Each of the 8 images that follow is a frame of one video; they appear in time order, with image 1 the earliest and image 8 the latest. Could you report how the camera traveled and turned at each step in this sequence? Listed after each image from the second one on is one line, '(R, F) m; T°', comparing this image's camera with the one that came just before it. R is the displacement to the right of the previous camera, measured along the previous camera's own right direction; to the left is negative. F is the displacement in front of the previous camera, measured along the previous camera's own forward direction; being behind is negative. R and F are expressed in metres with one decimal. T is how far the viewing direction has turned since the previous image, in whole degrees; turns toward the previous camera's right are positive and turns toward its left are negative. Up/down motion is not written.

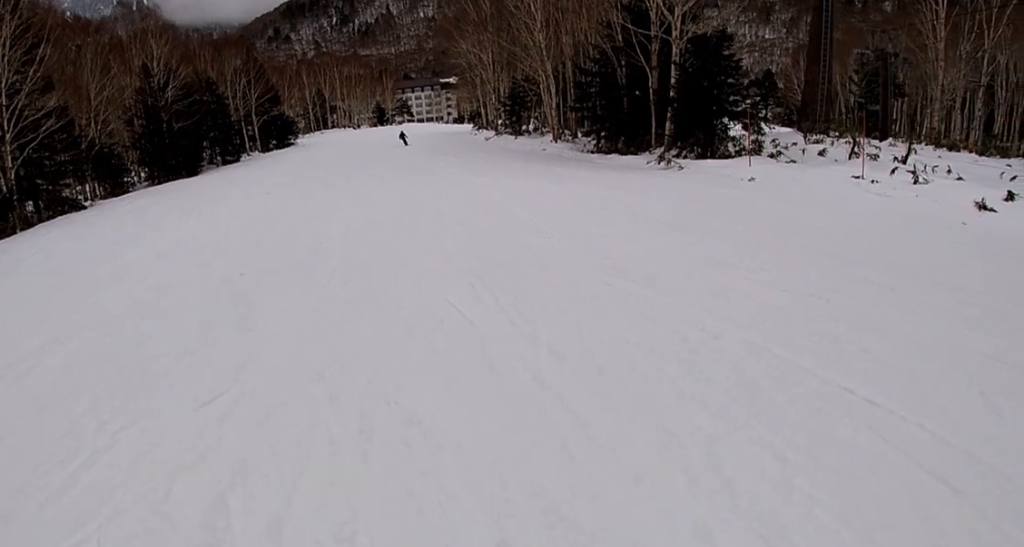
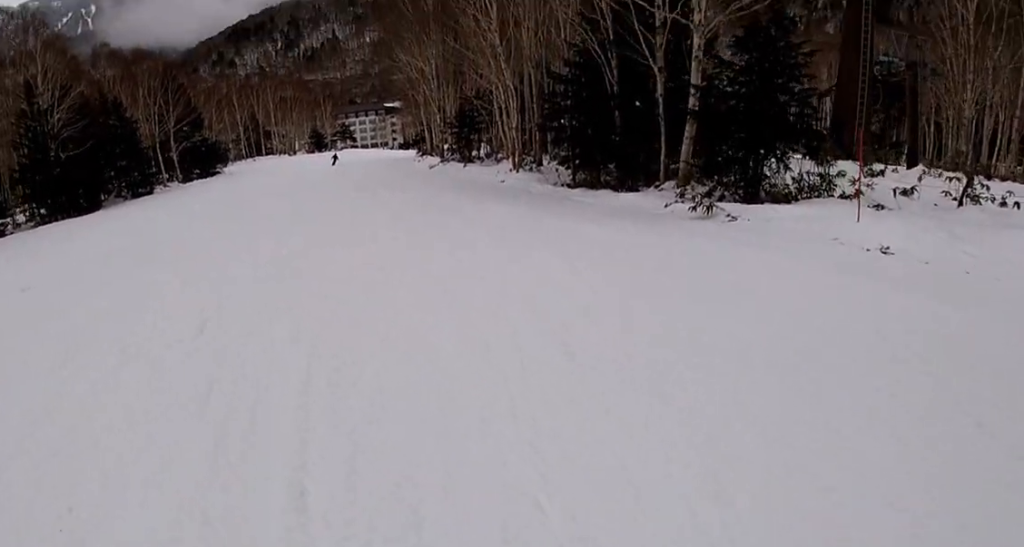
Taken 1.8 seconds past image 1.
(+2.0, +9.0) m; +13°
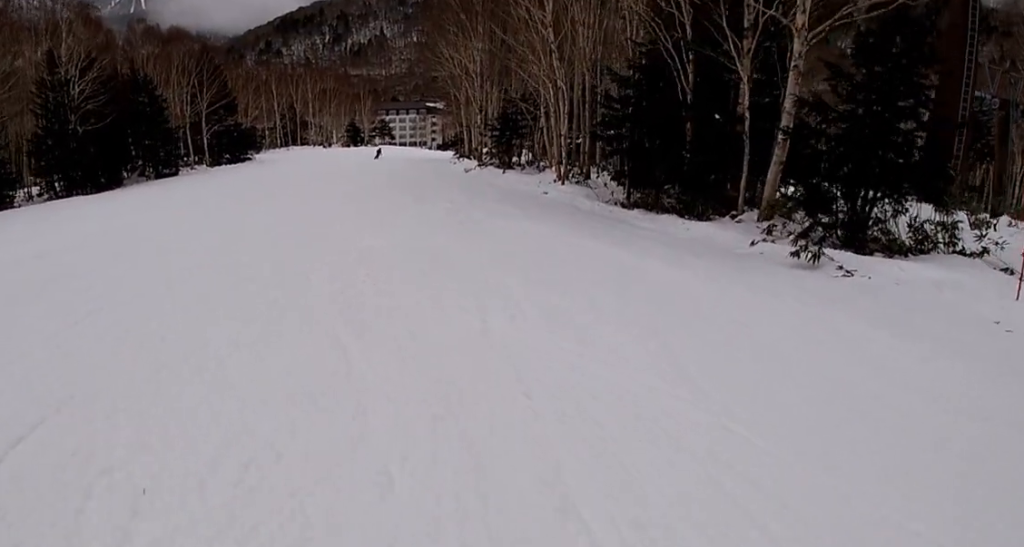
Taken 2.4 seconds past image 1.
(0.0, +3.3) m; -5°
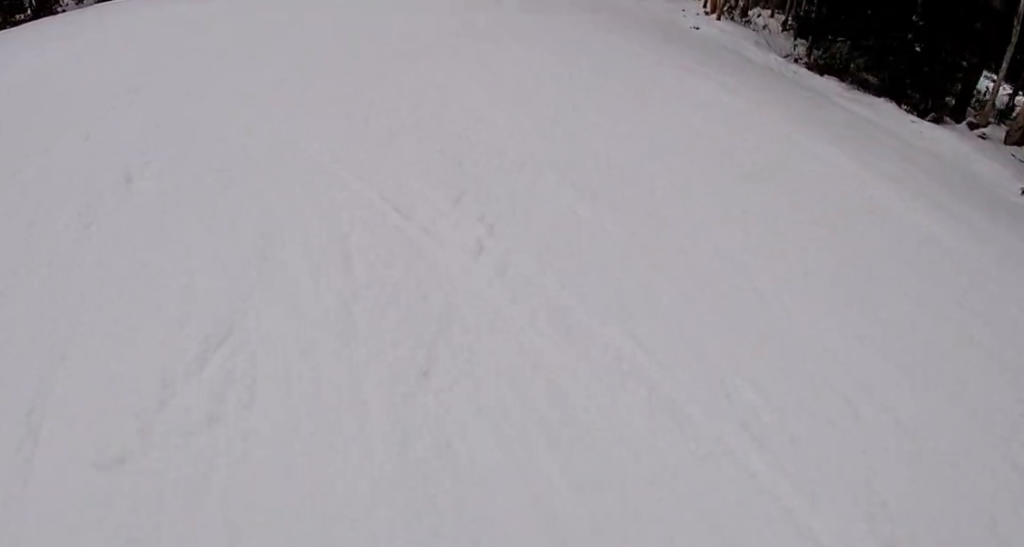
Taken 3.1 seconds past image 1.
(+0.1, +4.3) m; -9°
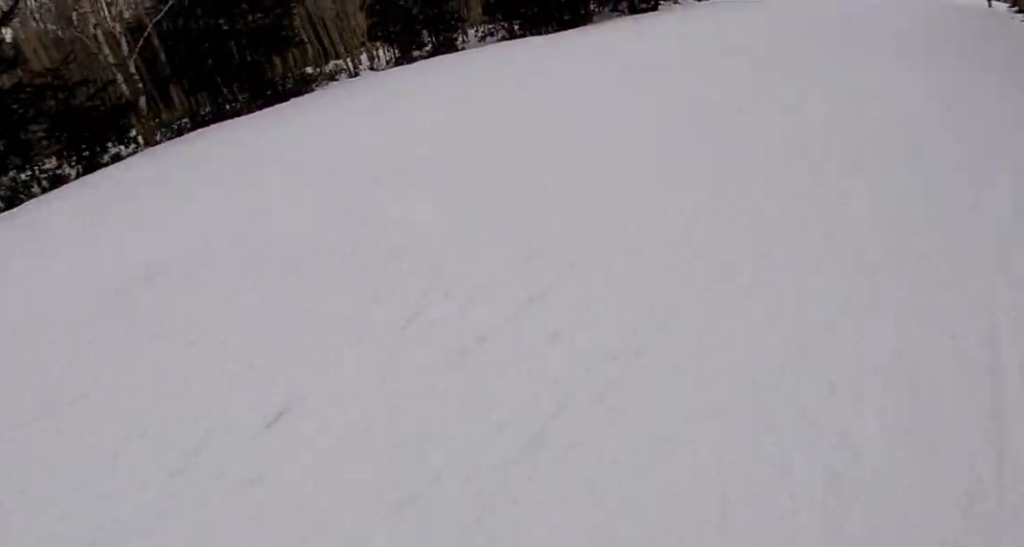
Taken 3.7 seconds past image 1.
(-0.8, +3.7) m; -3°
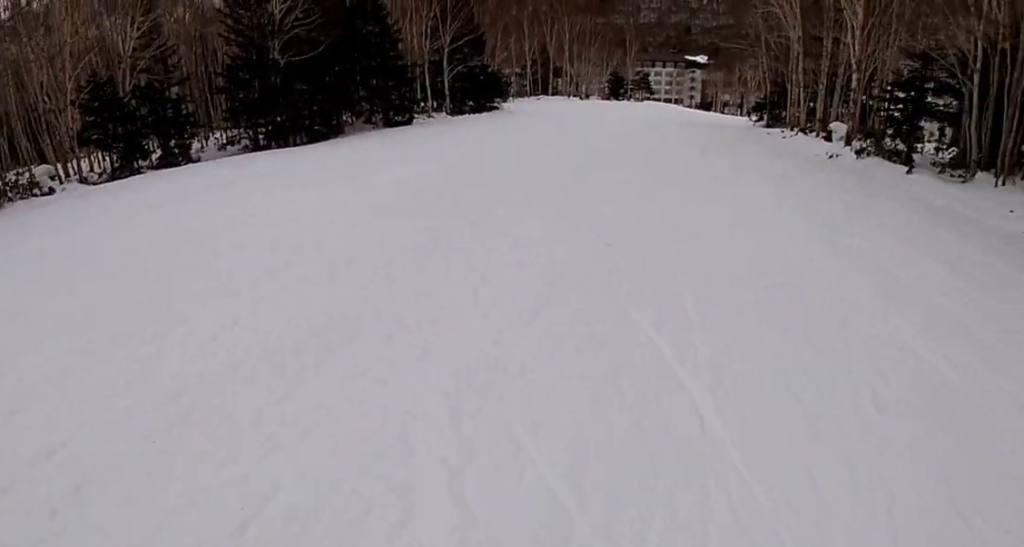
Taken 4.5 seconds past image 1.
(+0.1, +5.2) m; +5°
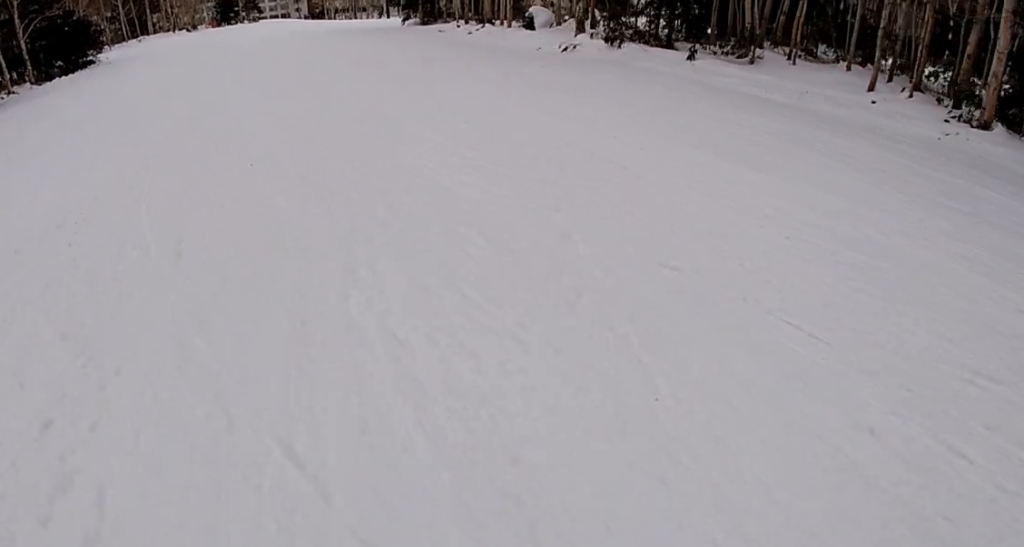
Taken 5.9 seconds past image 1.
(+1.2, +9.1) m; +12°
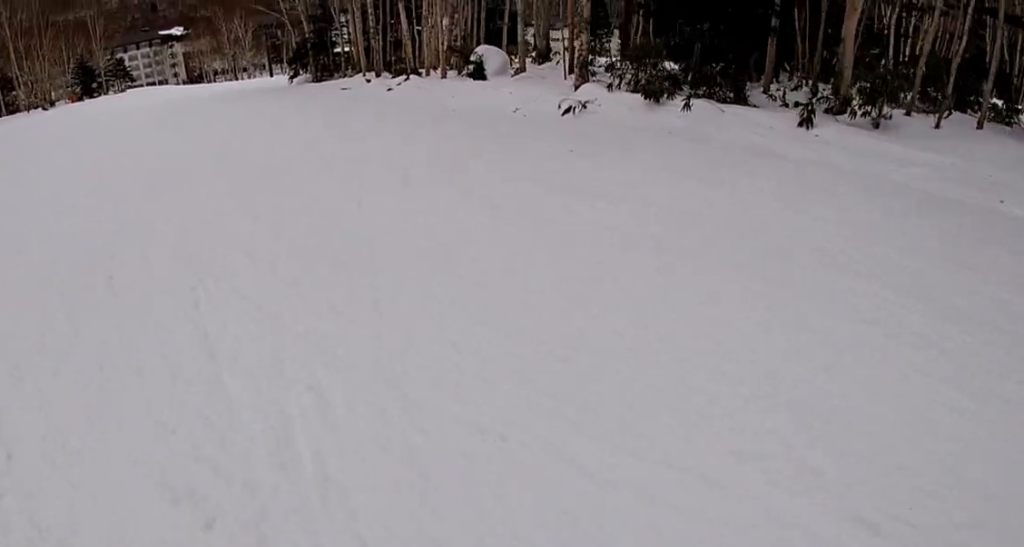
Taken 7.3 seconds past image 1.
(+1.0, +9.7) m; +11°
